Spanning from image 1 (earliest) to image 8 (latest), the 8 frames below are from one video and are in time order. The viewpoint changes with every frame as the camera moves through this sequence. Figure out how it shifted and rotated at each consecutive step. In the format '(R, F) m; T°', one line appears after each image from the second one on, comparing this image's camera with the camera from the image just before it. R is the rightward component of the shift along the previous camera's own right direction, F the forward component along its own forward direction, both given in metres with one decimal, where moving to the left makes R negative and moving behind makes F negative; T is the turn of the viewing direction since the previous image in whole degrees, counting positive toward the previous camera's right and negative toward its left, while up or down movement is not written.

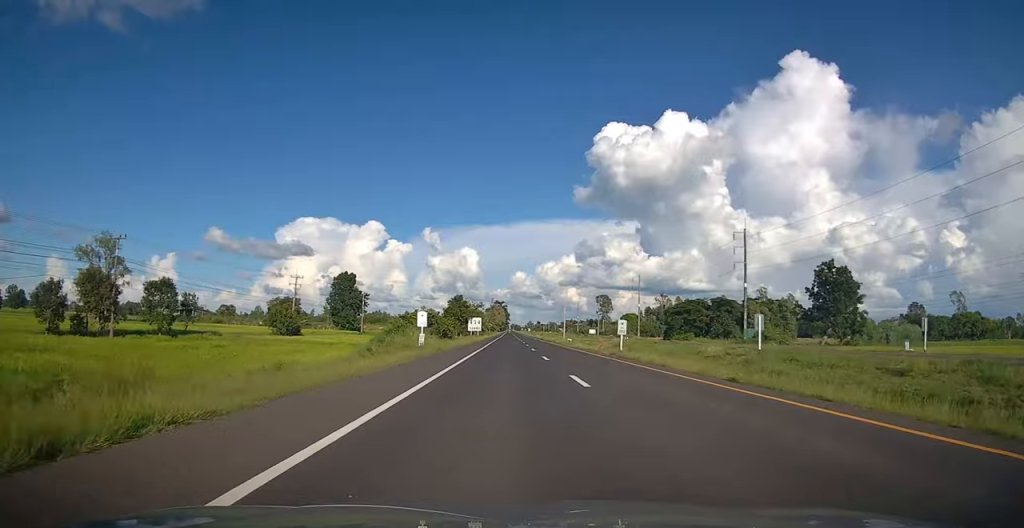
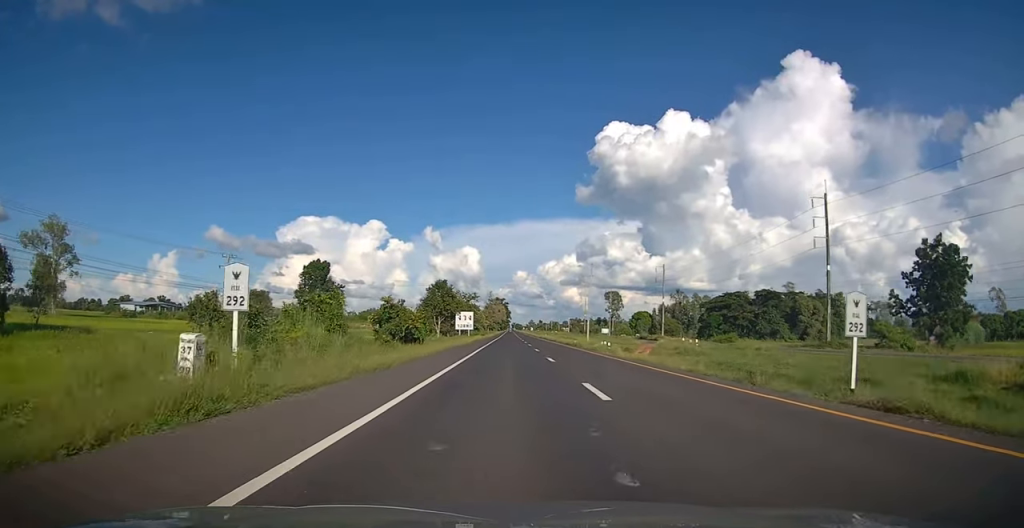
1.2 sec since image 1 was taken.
(+0.1, +26.1) m; 0°
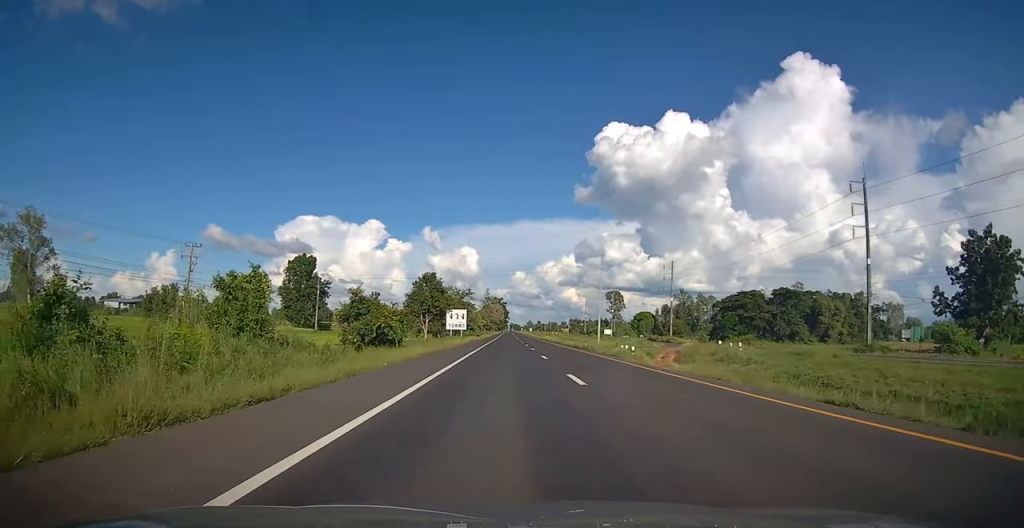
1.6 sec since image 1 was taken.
(0.0, +9.6) m; 0°
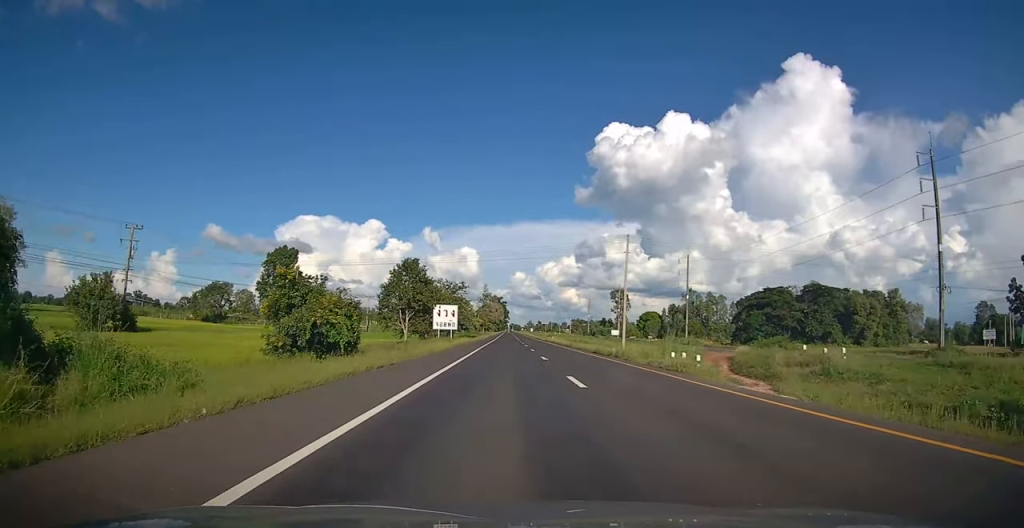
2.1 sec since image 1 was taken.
(0.0, +12.2) m; 0°
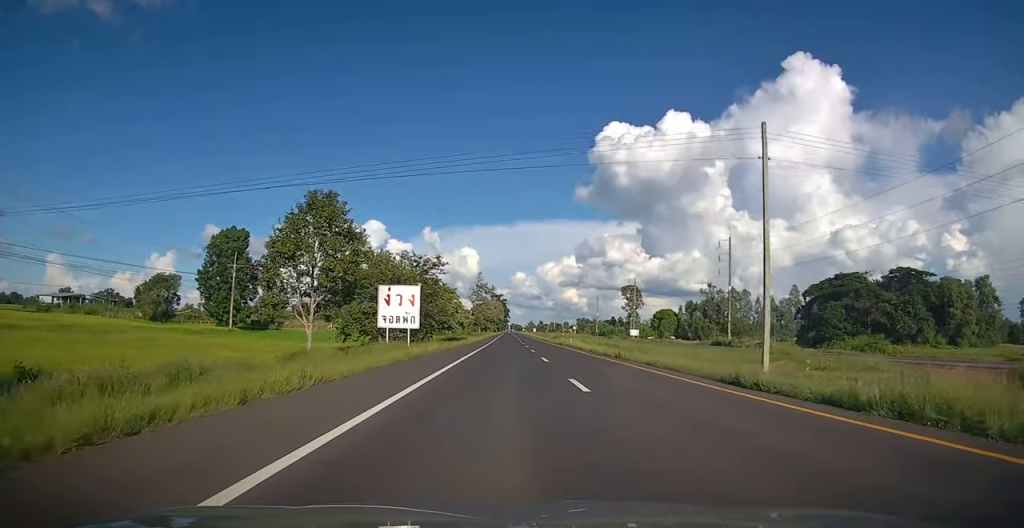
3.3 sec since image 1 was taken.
(0.0, +24.6) m; 0°
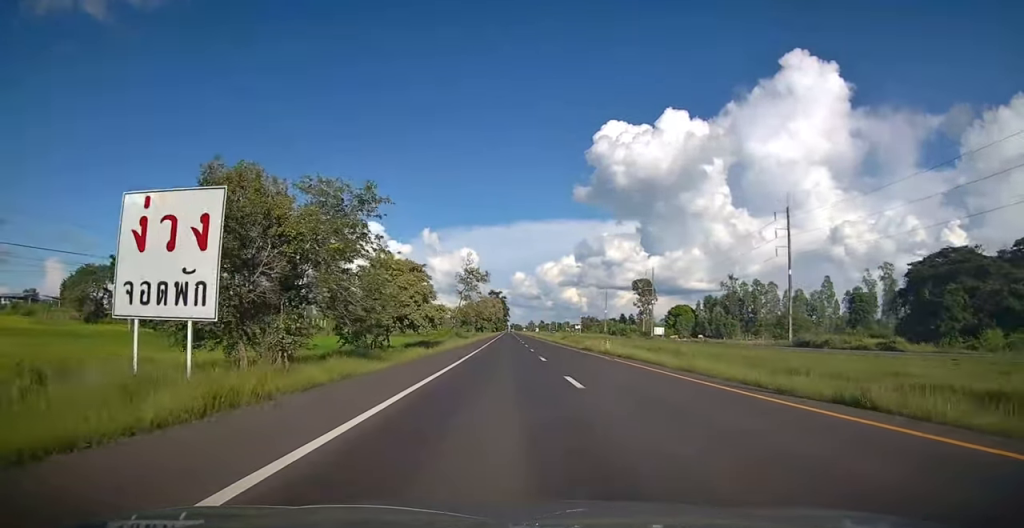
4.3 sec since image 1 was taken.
(+0.1, +23.3) m; 0°
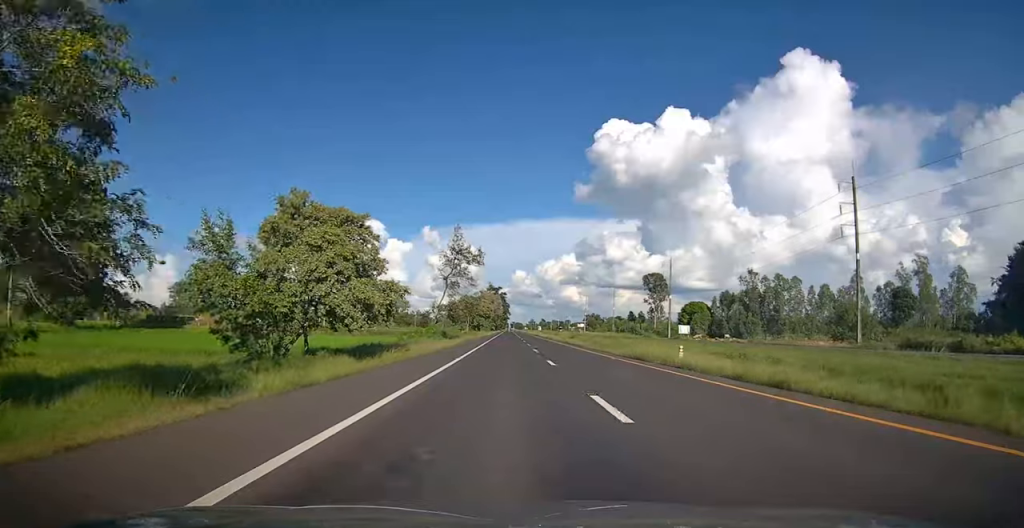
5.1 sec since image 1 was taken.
(-0.1, +16.9) m; -1°
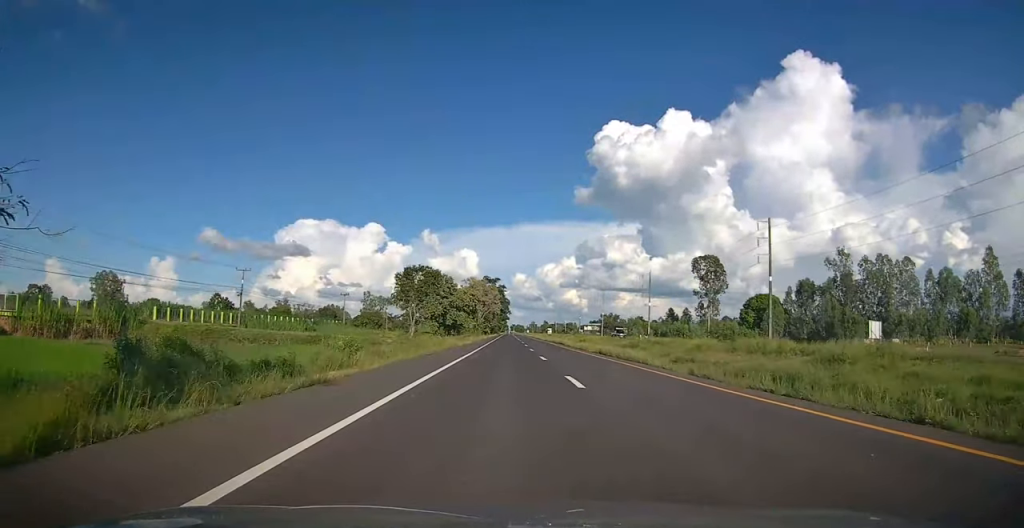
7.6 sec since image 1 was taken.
(+0.2, +55.7) m; +1°
